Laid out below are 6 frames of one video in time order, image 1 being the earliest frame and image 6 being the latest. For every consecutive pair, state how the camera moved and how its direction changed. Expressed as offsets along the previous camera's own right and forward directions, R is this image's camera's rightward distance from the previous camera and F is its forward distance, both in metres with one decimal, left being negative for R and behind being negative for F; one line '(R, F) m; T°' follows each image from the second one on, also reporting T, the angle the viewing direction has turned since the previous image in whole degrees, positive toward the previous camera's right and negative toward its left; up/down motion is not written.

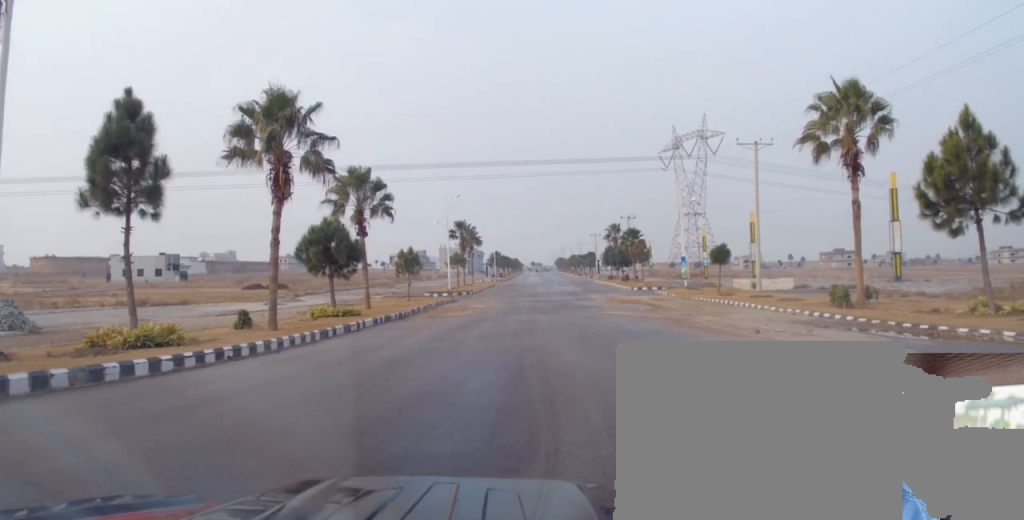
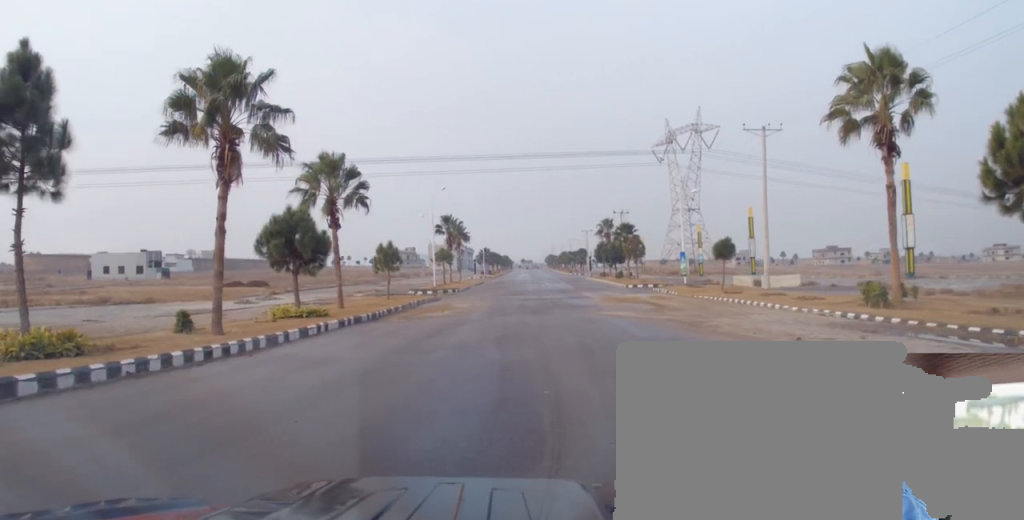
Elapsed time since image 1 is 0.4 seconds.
(0.0, +3.7) m; 0°
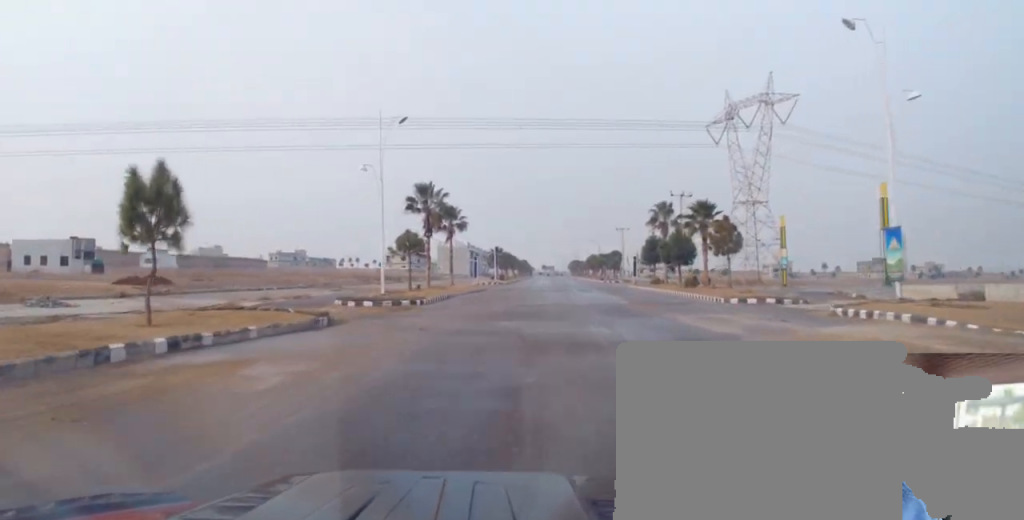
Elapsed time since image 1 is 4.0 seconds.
(-0.7, +31.5) m; -4°
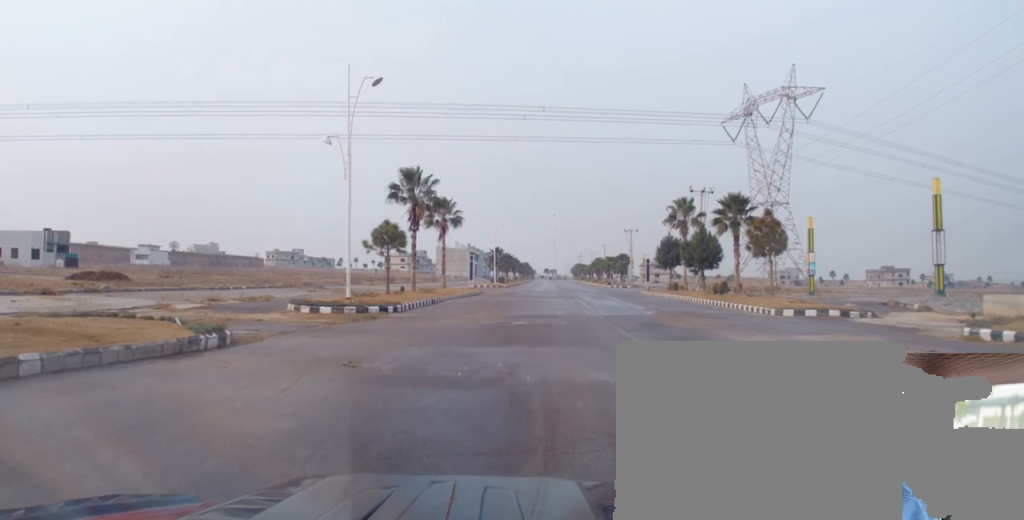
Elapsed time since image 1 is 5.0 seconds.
(+0.4, +8.1) m; +3°
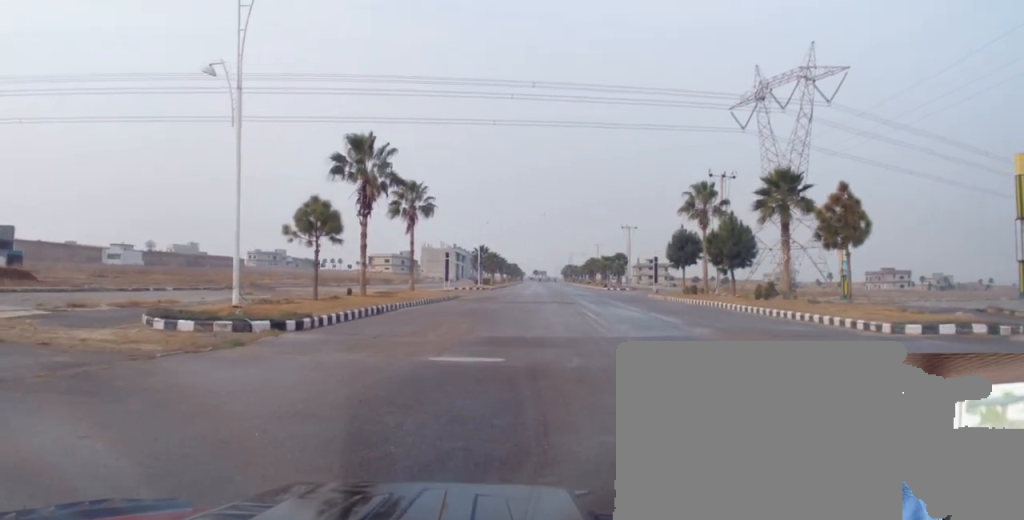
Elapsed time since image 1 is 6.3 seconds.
(0.0, +11.4) m; 0°
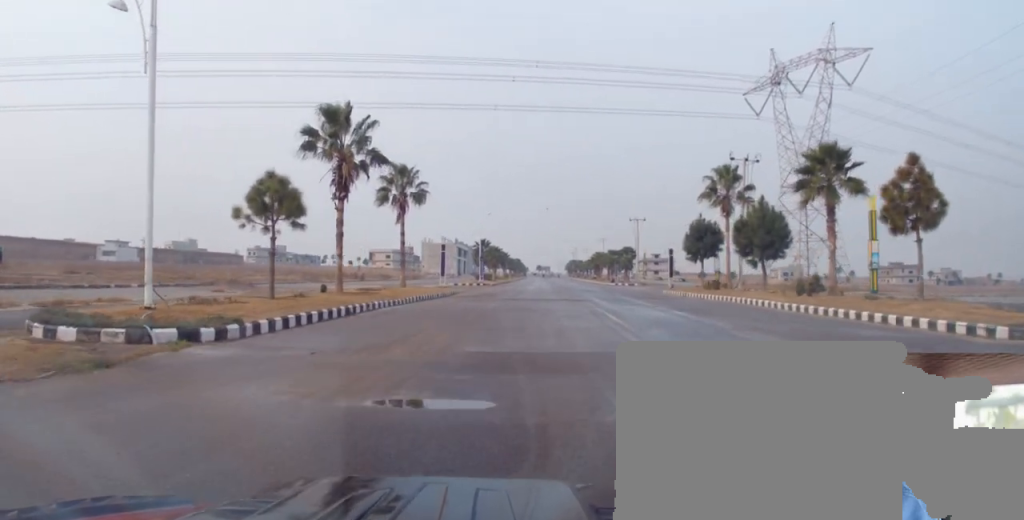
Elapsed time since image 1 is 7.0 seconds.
(0.0, +5.5) m; +1°
